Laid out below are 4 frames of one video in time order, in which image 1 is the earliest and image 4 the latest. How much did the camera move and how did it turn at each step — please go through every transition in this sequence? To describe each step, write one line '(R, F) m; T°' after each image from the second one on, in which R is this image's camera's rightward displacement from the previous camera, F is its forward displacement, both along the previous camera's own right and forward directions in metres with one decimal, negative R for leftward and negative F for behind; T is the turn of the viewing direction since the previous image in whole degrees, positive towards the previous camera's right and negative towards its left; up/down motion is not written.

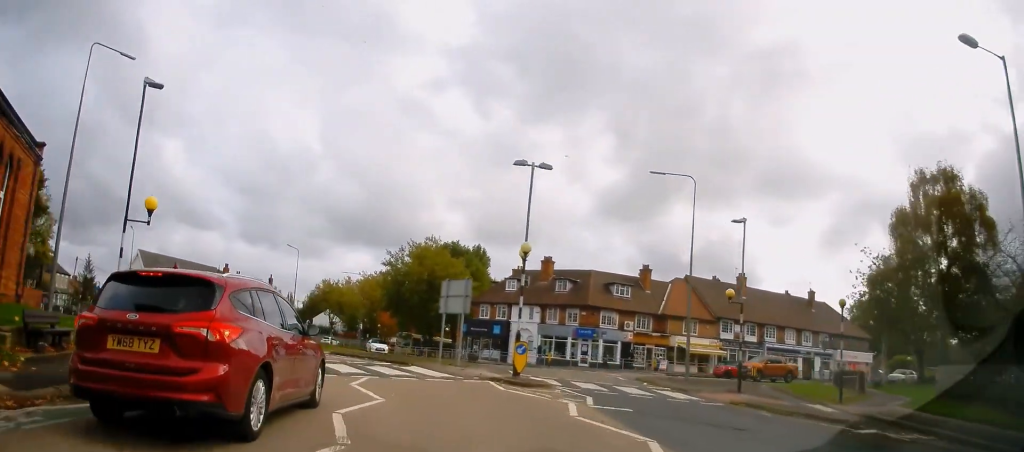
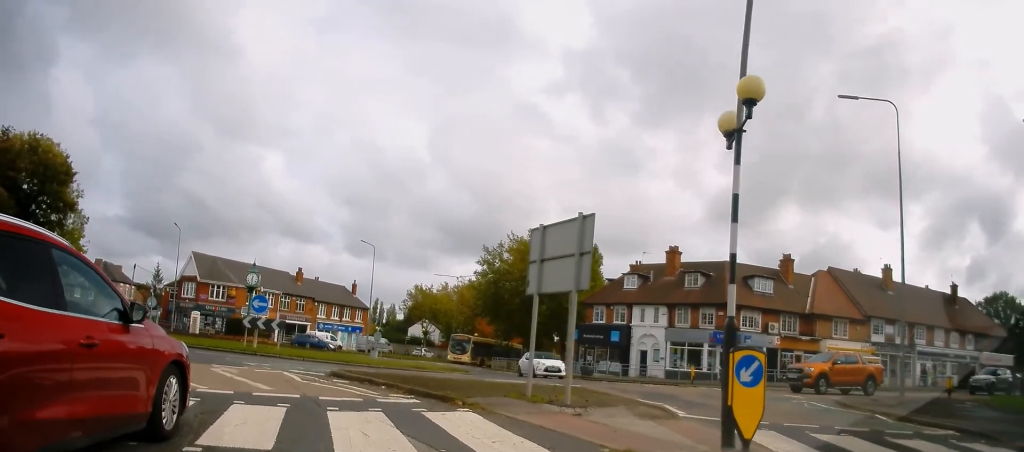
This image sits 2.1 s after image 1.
(-0.5, +10.6) m; -9°
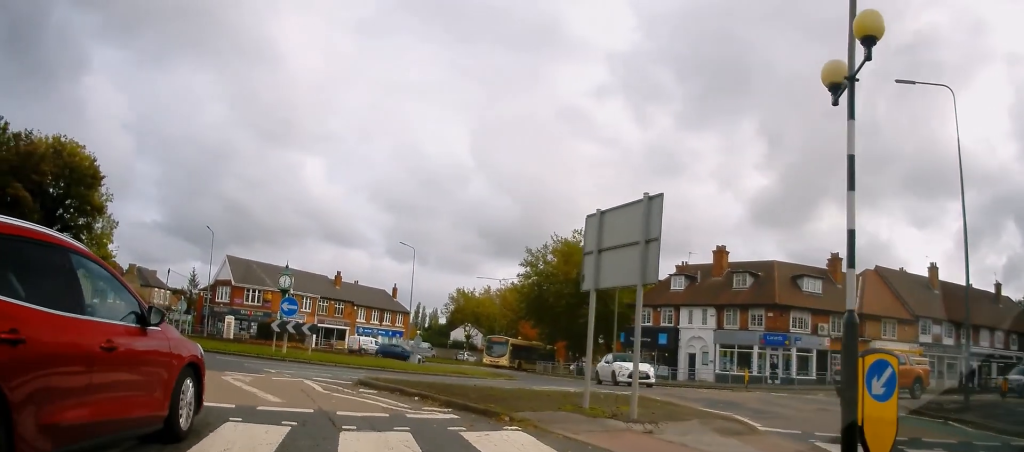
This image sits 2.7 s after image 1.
(0.0, +1.7) m; -3°
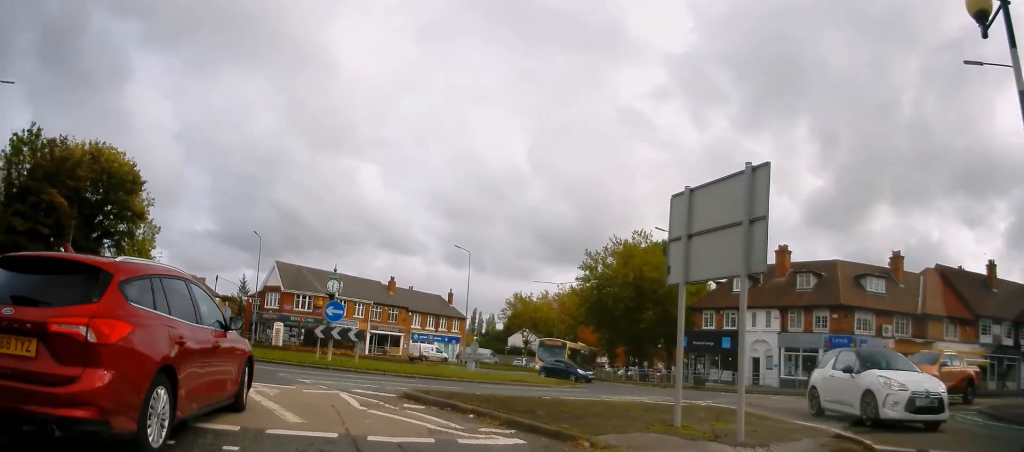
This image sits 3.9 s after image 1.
(-0.3, +2.4) m; -14°
